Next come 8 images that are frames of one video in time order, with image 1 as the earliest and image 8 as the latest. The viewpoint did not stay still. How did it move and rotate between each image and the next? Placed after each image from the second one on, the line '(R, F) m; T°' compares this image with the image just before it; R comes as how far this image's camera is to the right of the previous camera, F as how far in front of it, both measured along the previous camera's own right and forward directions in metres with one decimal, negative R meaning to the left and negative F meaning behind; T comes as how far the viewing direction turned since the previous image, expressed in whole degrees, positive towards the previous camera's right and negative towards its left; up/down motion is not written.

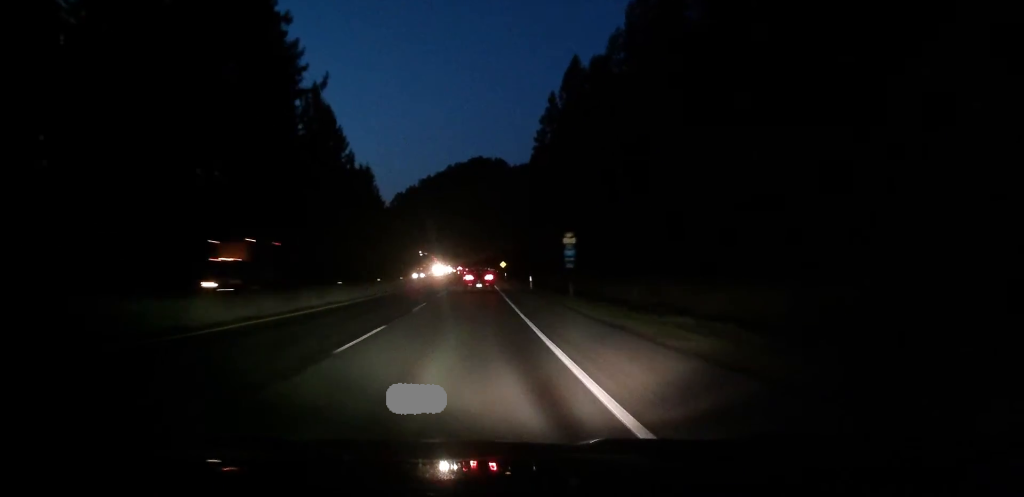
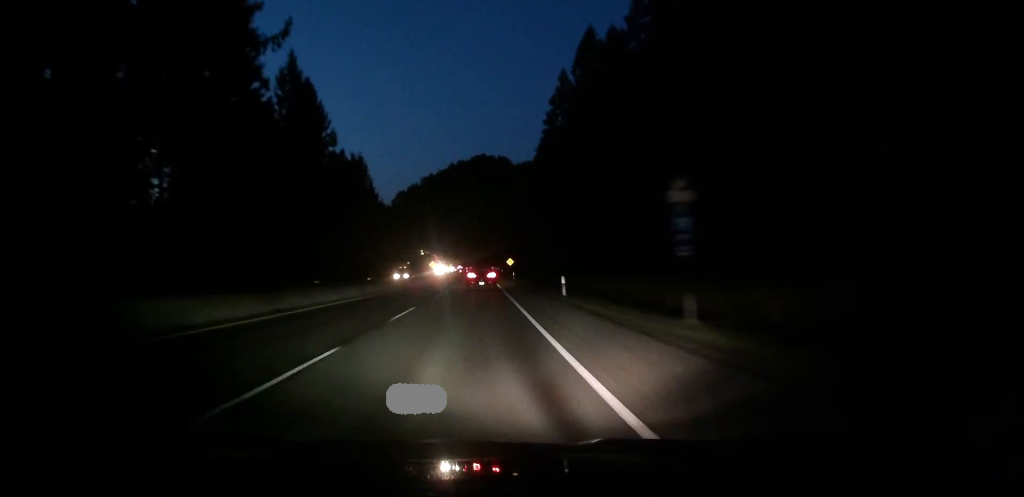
(0.0, +17.5) m; 0°
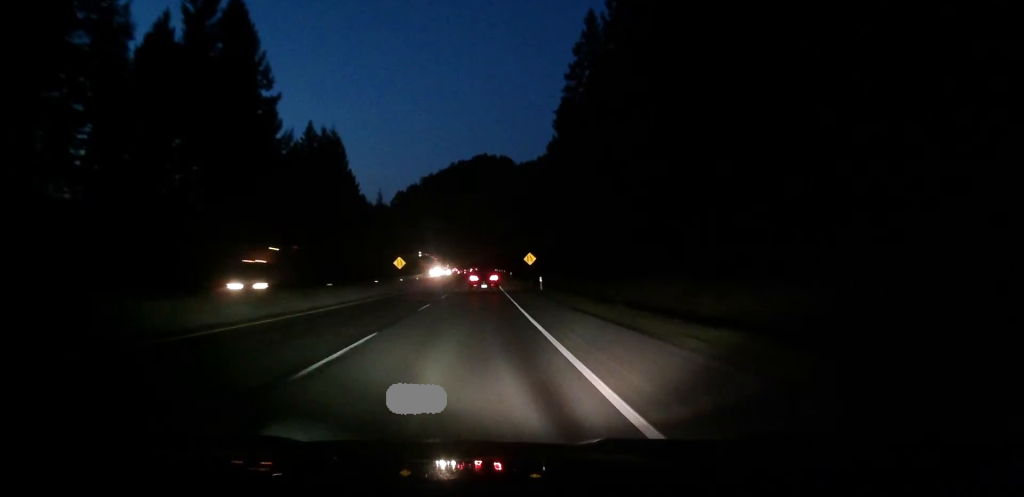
(-0.3, +35.9) m; 0°
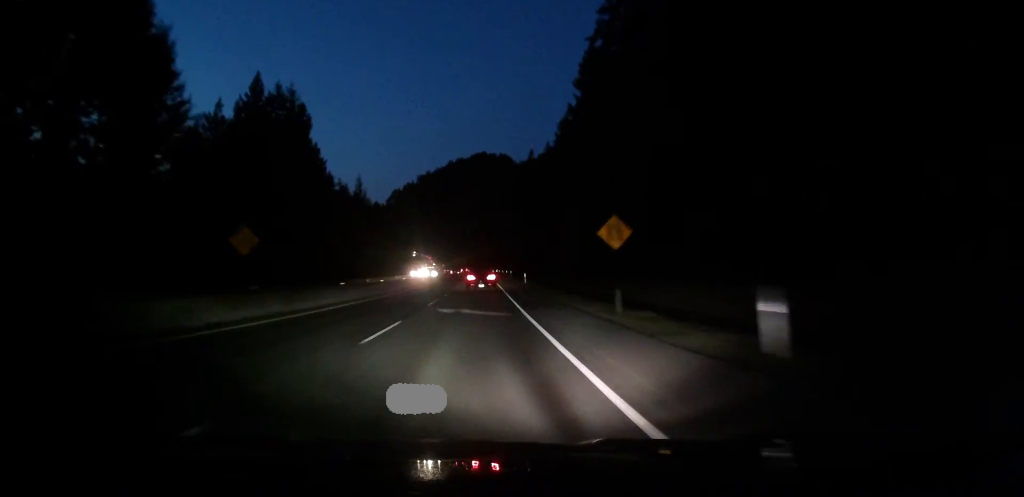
(+0.5, +35.0) m; +1°
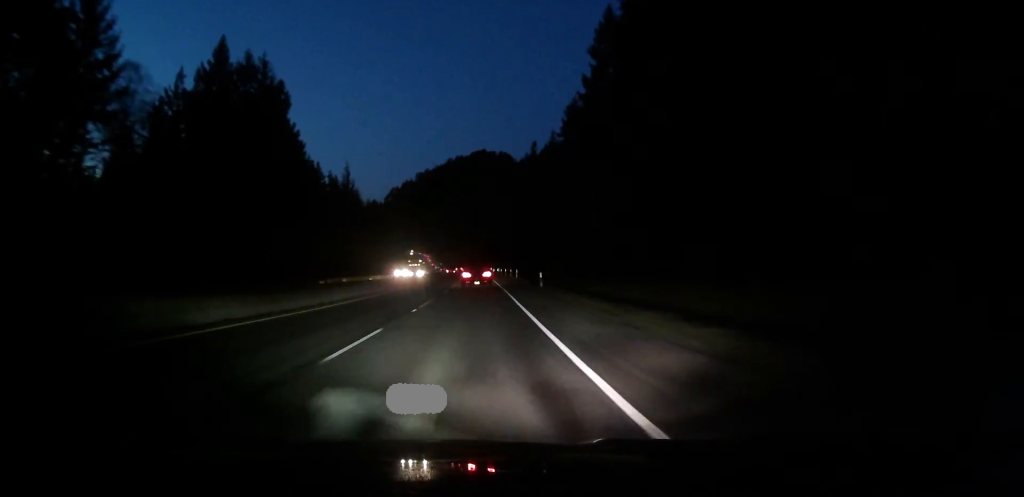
(0.0, +16.6) m; 0°
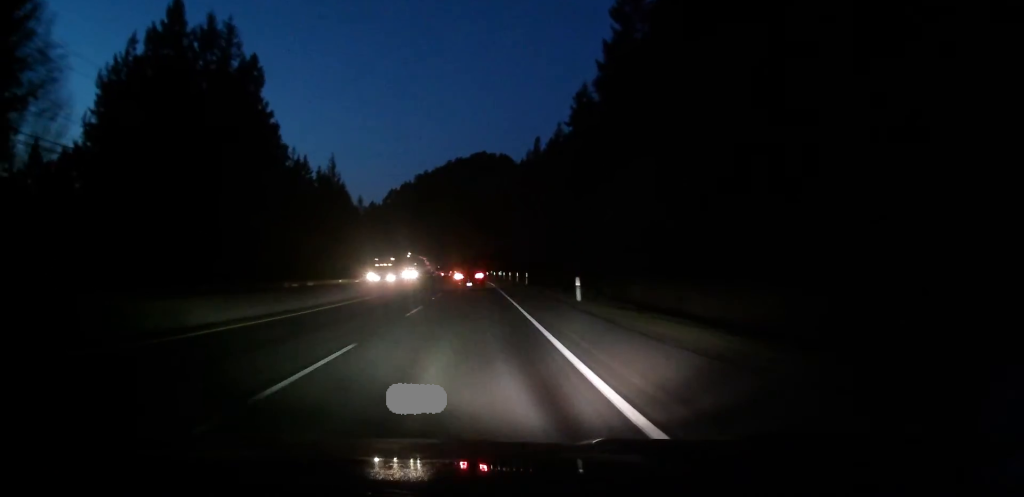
(0.0, +16.5) m; 0°
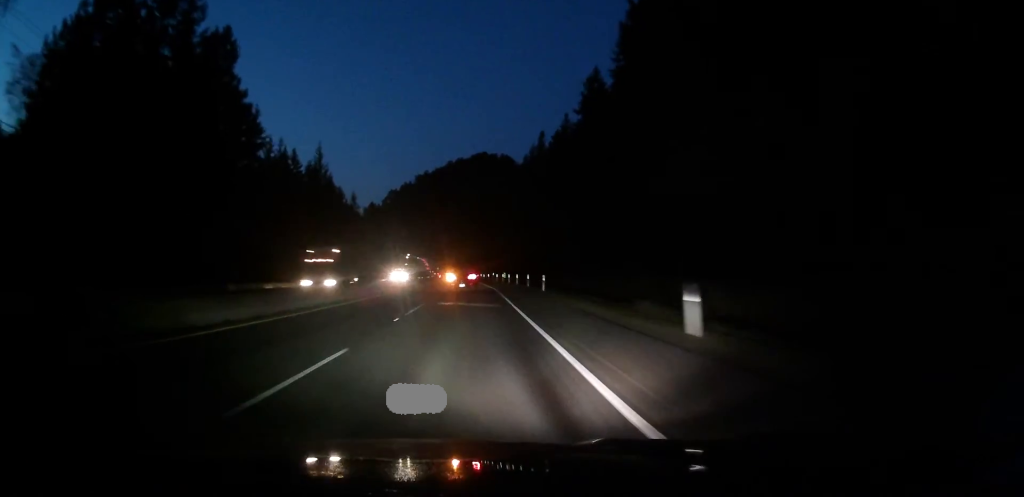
(+0.1, +13.7) m; 0°
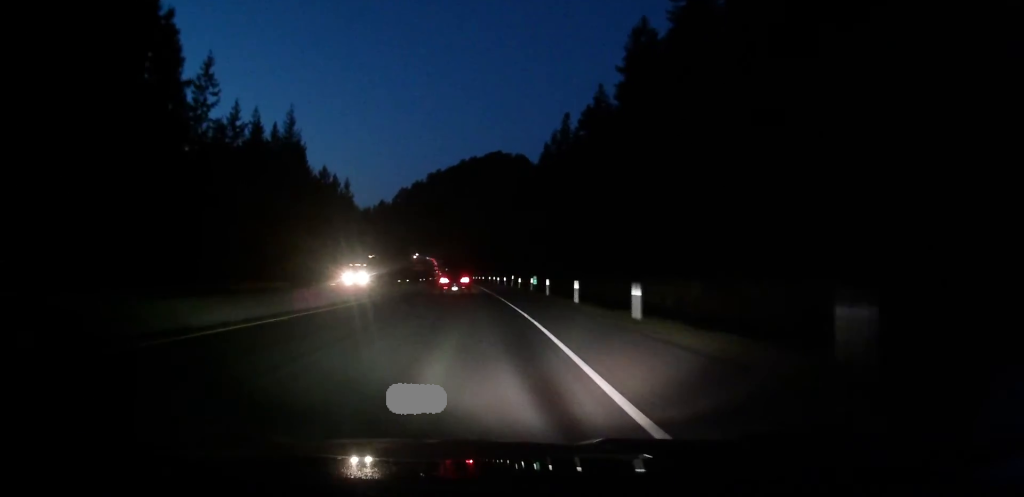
(-0.3, +31.0) m; 0°
